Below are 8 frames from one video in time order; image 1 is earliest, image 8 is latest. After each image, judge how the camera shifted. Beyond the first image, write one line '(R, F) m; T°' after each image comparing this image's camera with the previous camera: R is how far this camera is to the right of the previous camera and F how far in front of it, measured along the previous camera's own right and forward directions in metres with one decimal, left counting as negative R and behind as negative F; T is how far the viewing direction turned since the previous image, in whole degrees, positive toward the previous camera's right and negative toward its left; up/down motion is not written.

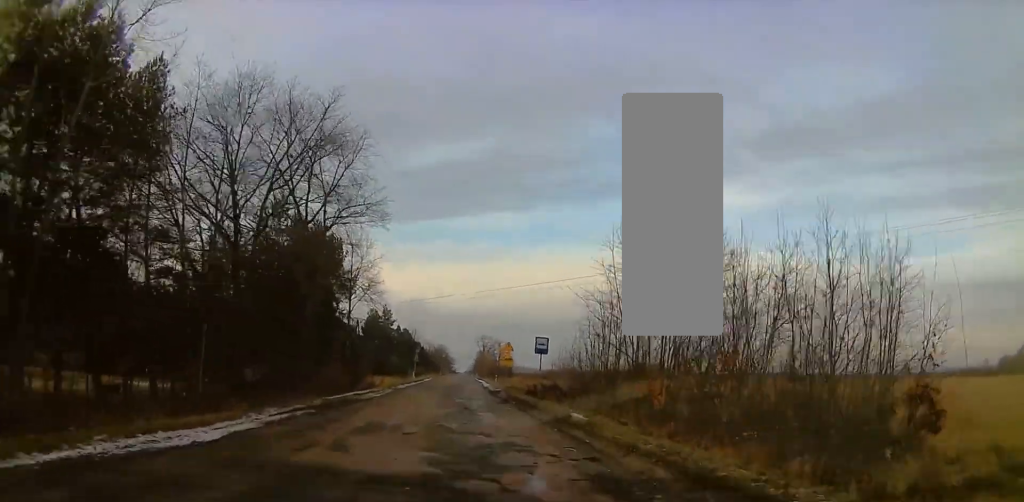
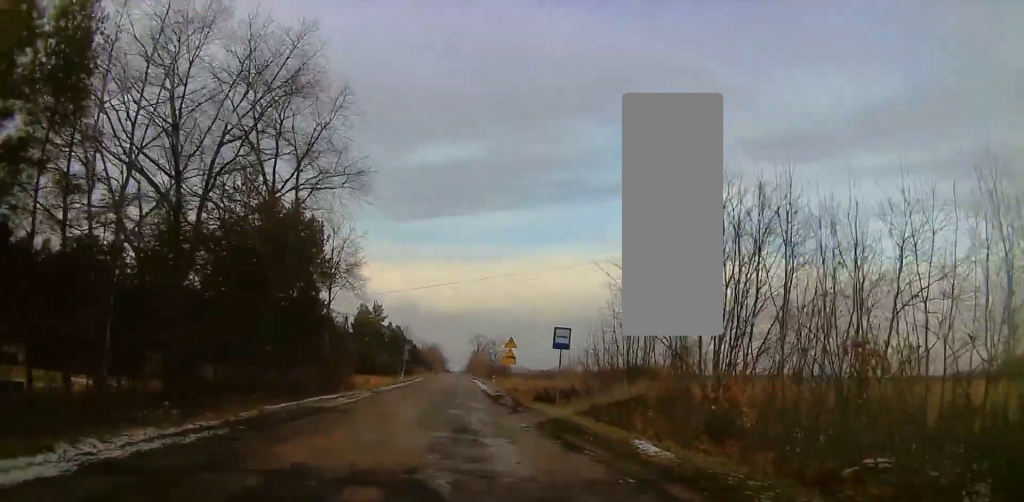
(0.0, +7.5) m; 0°
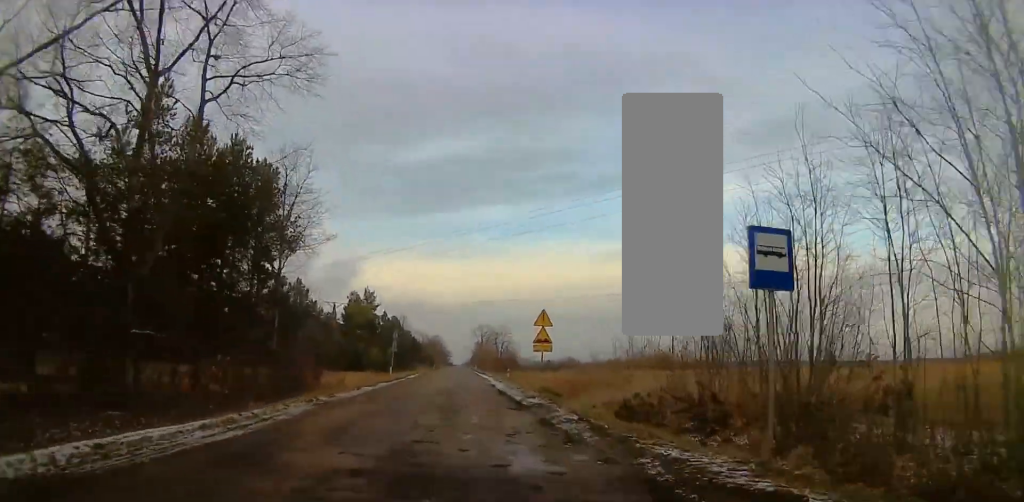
(0.0, +16.1) m; 0°
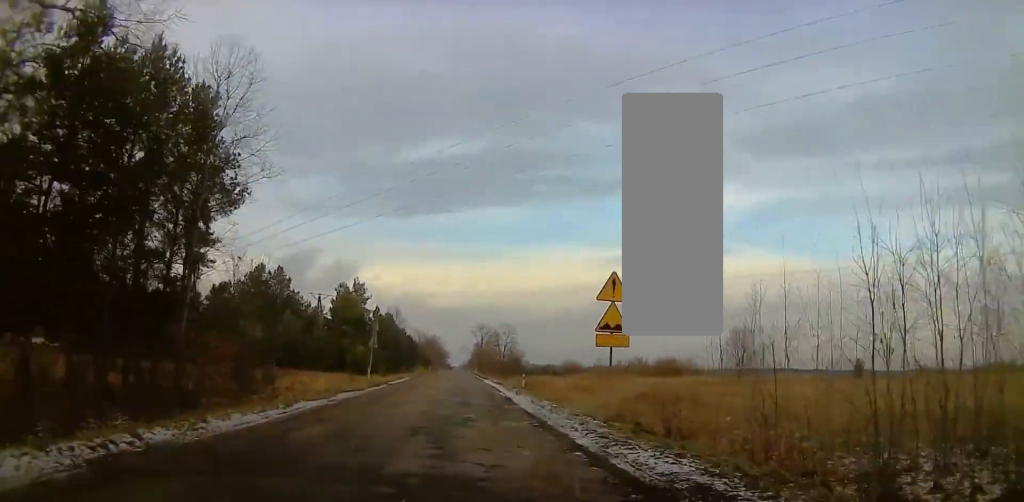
(0.0, +12.6) m; 0°
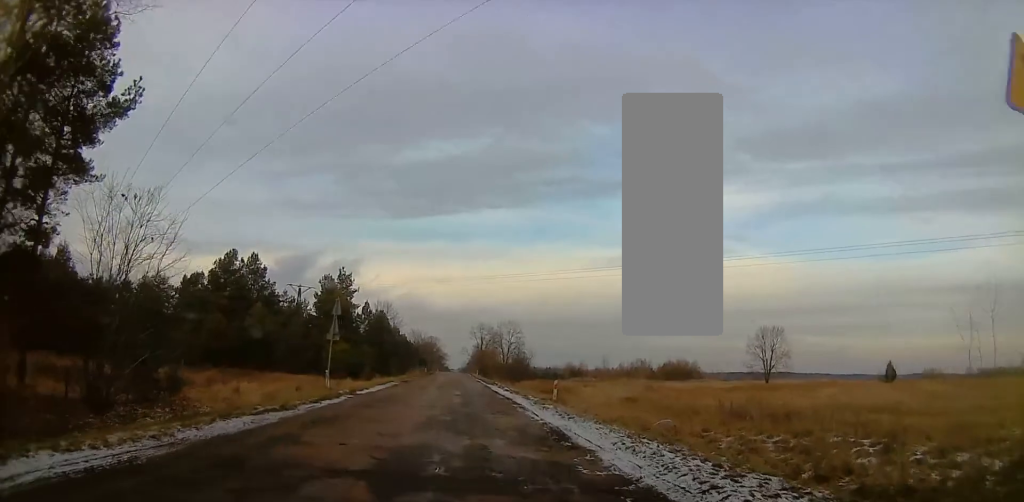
(0.0, +12.7) m; 0°
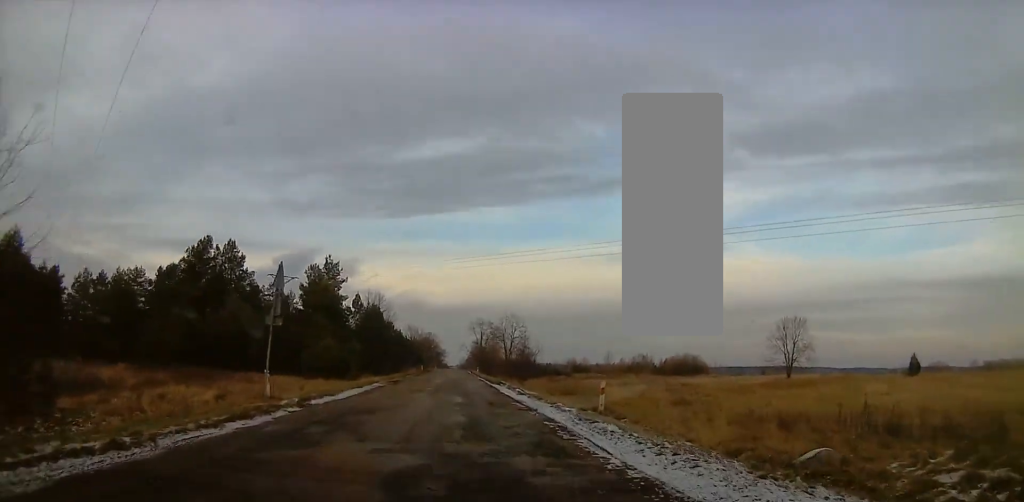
(0.0, +8.2) m; 0°
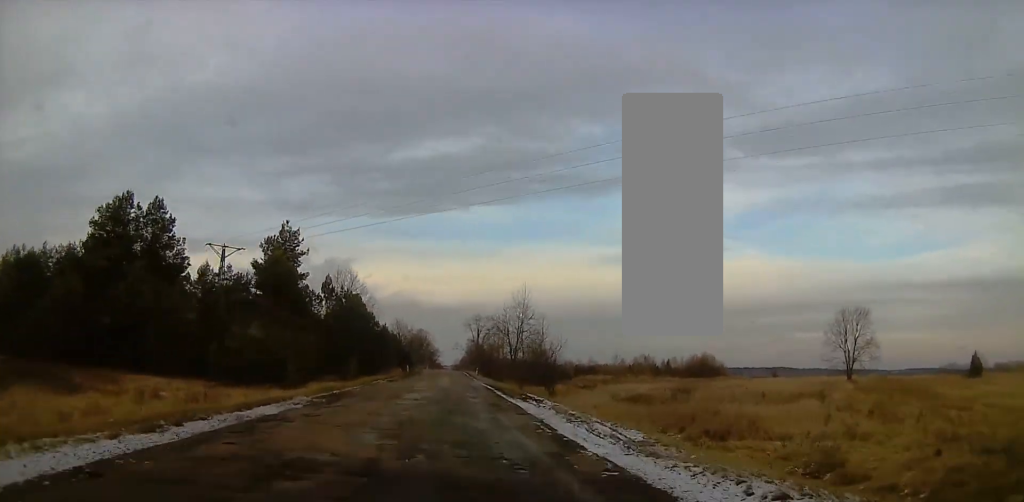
(+0.1, +18.2) m; +1°
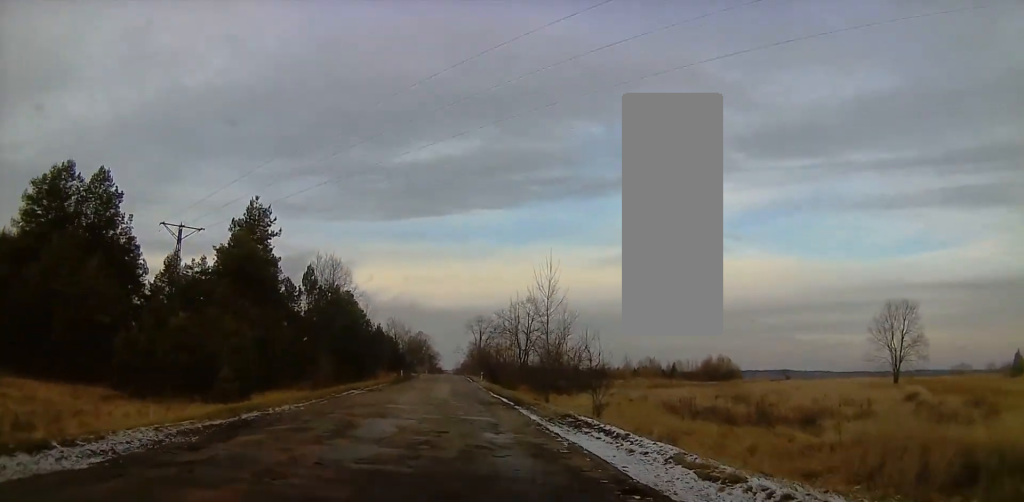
(0.0, +10.6) m; 0°
